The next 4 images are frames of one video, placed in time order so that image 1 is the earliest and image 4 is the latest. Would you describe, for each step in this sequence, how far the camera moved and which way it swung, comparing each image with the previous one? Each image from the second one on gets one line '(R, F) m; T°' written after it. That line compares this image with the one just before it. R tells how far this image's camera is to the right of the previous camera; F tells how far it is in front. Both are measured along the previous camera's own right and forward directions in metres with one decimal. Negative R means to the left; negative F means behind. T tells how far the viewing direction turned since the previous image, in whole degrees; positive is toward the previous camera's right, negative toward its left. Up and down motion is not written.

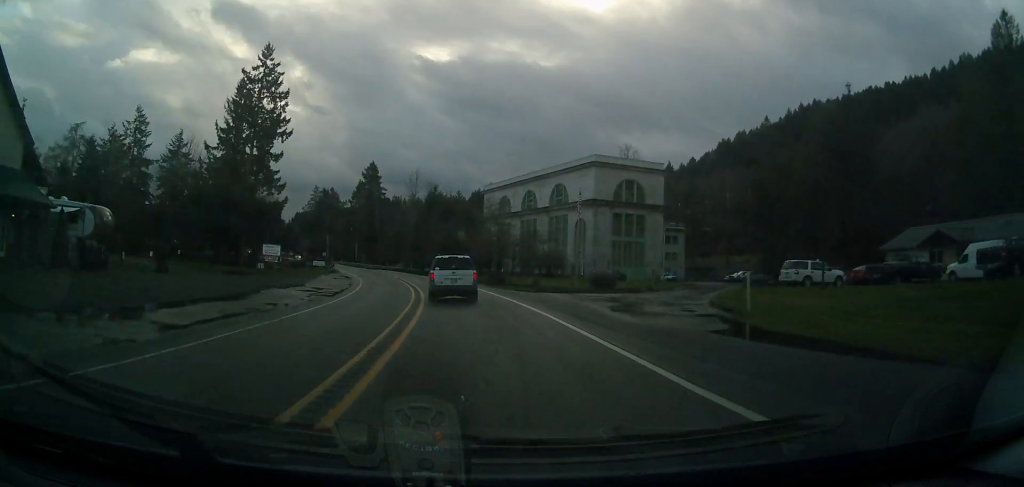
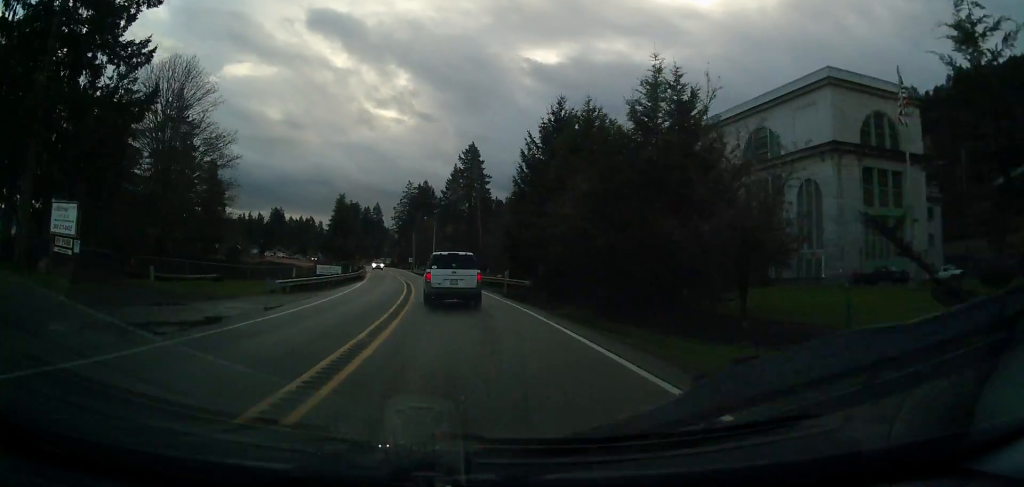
(-1.8, +51.9) m; -7°
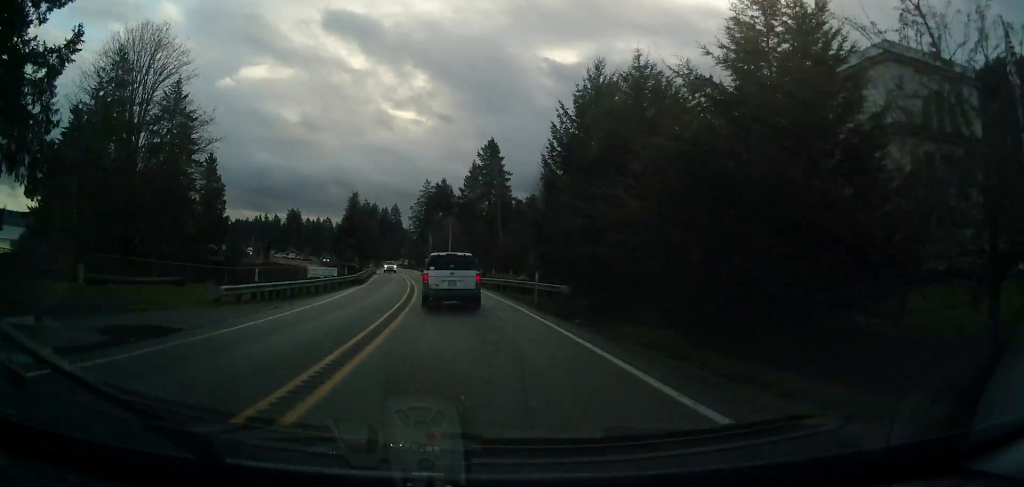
(-0.5, +8.2) m; -3°
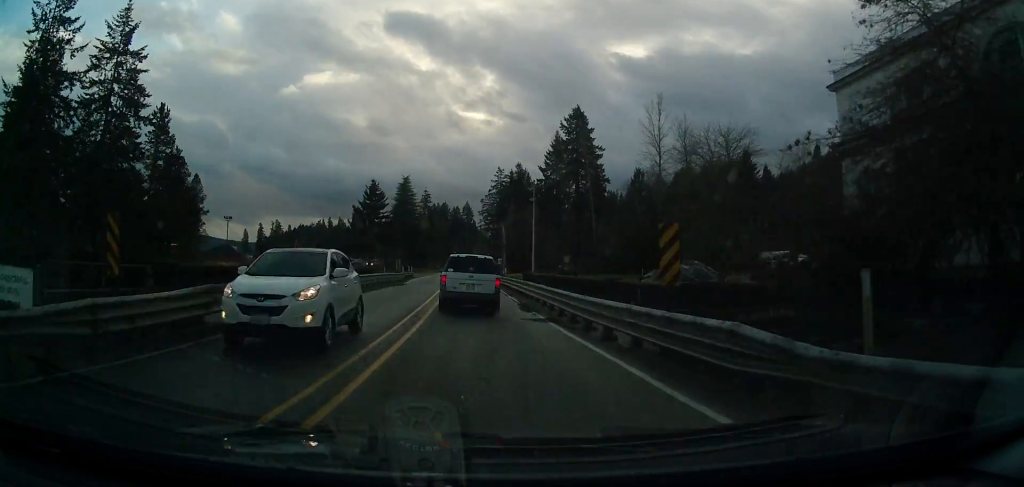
(-3.8, +38.0) m; -9°
